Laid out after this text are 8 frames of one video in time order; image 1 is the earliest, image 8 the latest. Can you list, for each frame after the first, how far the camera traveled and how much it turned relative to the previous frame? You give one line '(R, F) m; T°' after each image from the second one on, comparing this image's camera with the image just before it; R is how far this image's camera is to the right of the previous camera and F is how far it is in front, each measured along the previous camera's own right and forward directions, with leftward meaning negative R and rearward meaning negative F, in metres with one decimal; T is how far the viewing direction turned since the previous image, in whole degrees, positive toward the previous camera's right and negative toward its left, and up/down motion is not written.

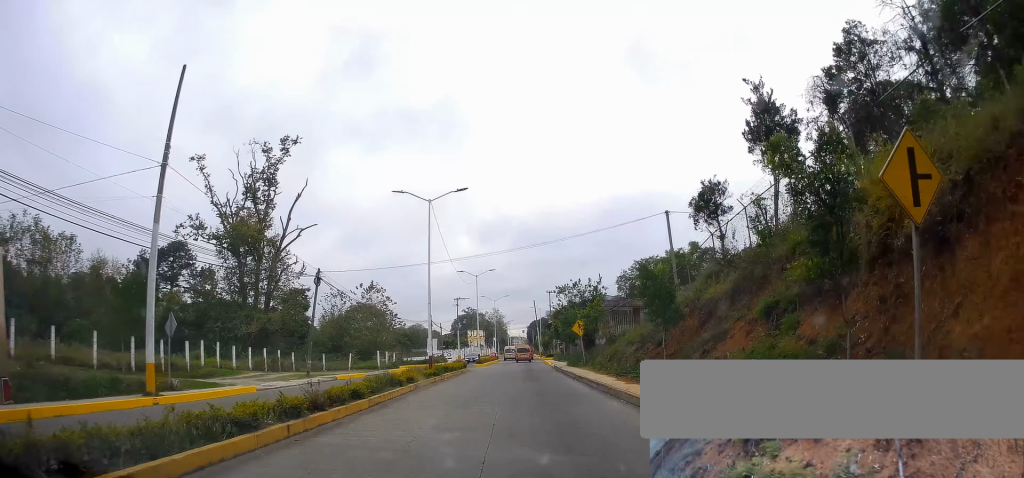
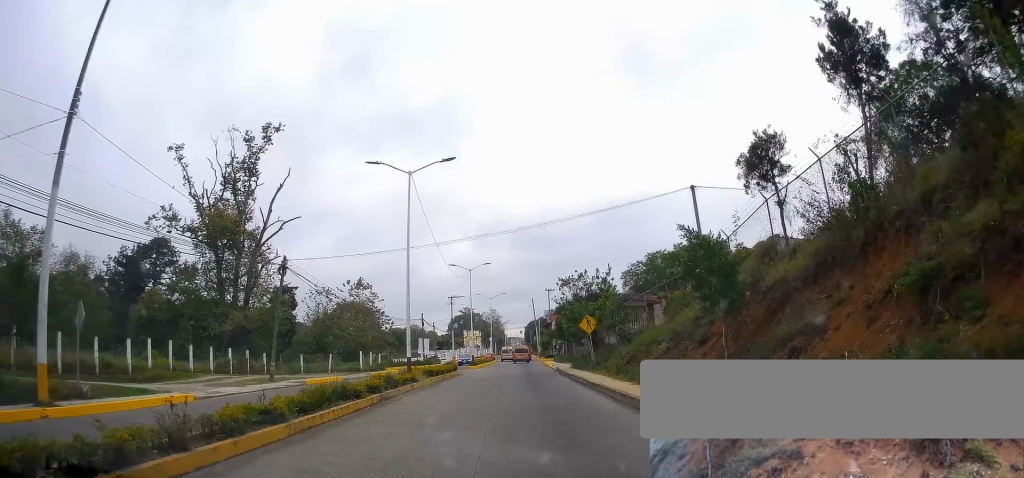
(+0.2, +5.0) m; +1°
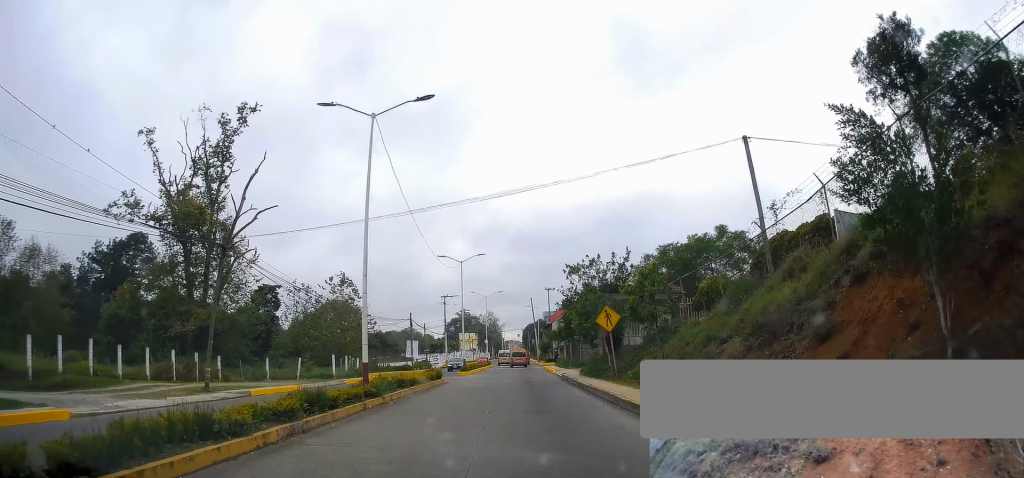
(-0.1, +7.1) m; +1°
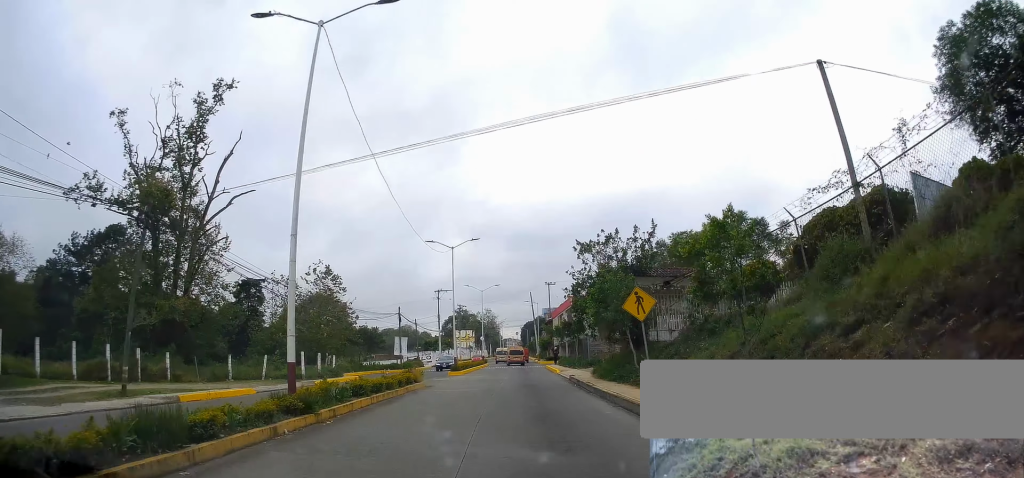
(-0.2, +6.1) m; +1°
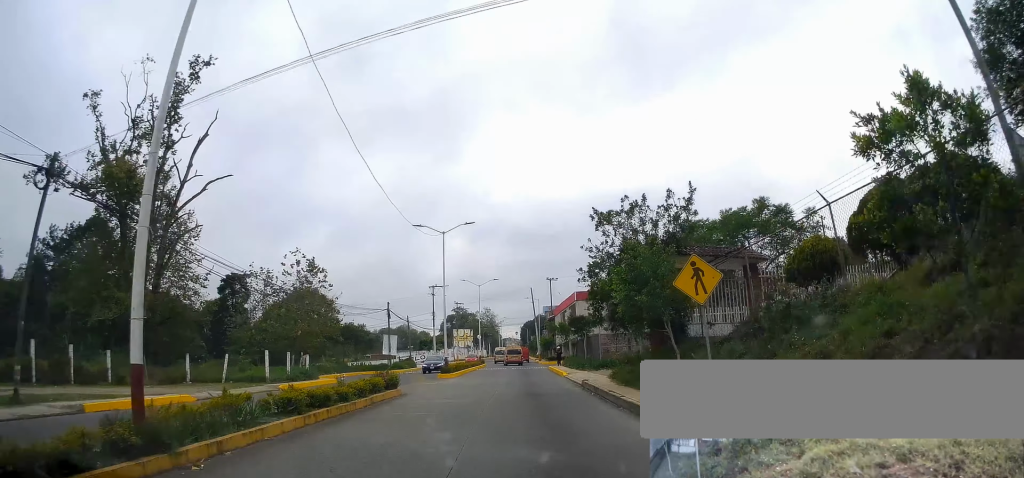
(+0.2, +5.4) m; +1°
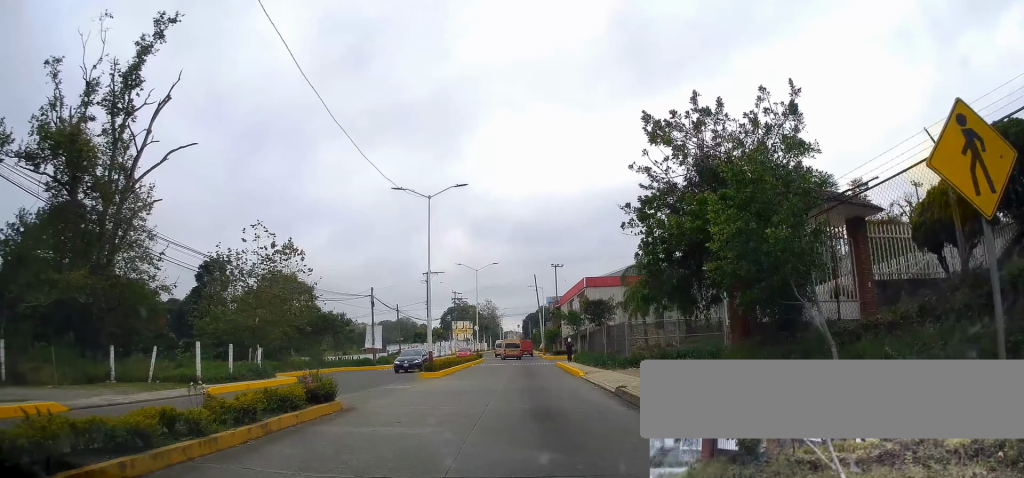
(+0.3, +7.8) m; +1°
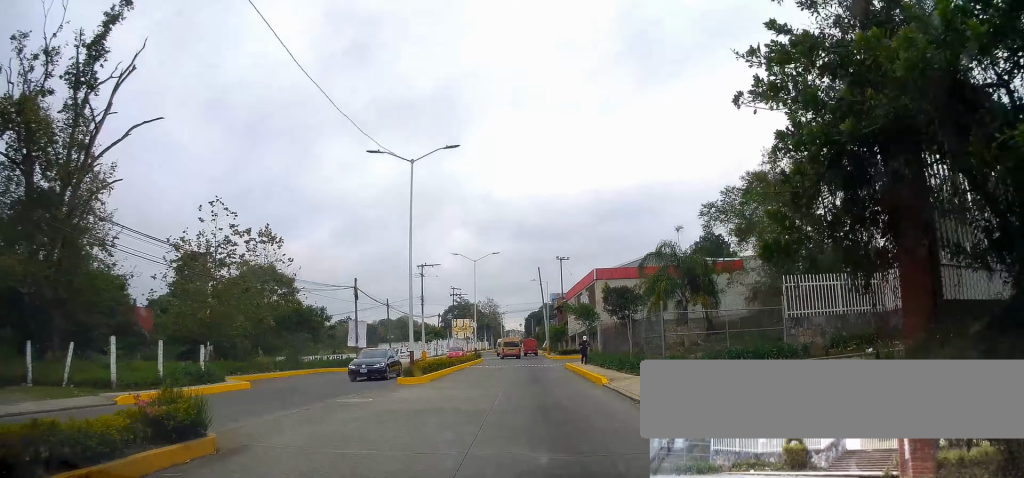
(-0.2, +6.4) m; -1°
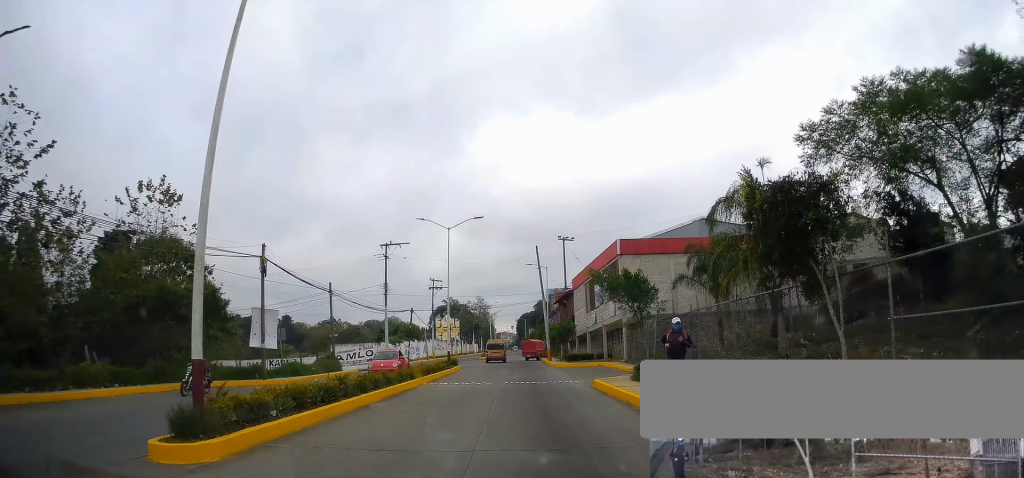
(-0.2, +16.9) m; -2°
